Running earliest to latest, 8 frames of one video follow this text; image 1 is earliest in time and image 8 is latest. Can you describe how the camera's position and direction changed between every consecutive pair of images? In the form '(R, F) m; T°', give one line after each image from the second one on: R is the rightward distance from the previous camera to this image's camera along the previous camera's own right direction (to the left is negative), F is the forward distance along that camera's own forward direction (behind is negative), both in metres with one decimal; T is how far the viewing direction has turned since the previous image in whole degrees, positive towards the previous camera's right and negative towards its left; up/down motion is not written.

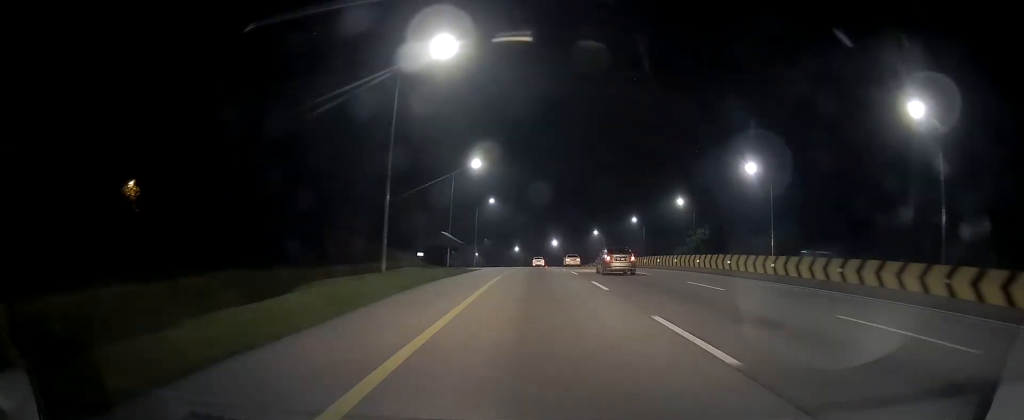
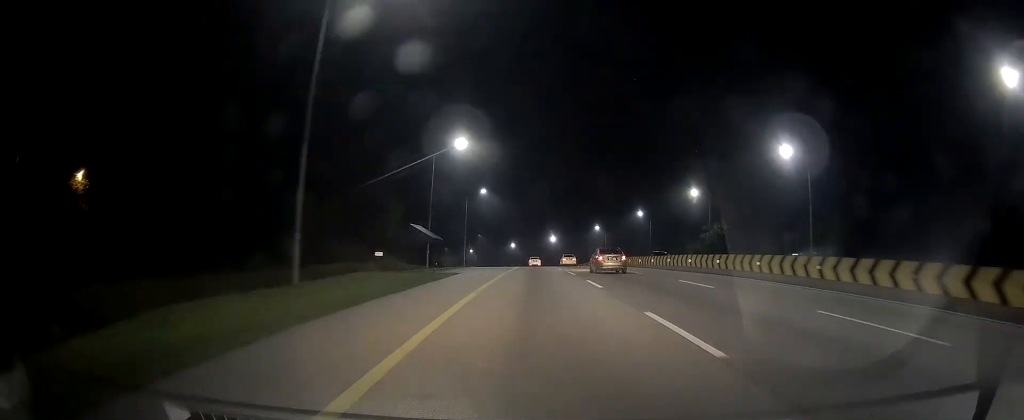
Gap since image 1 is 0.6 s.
(-0.3, +11.4) m; 0°
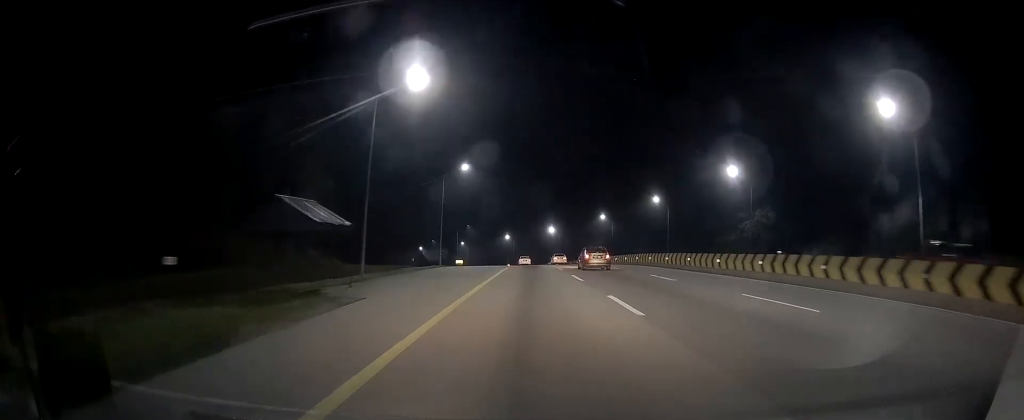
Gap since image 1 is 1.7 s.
(+0.8, +20.1) m; +2°
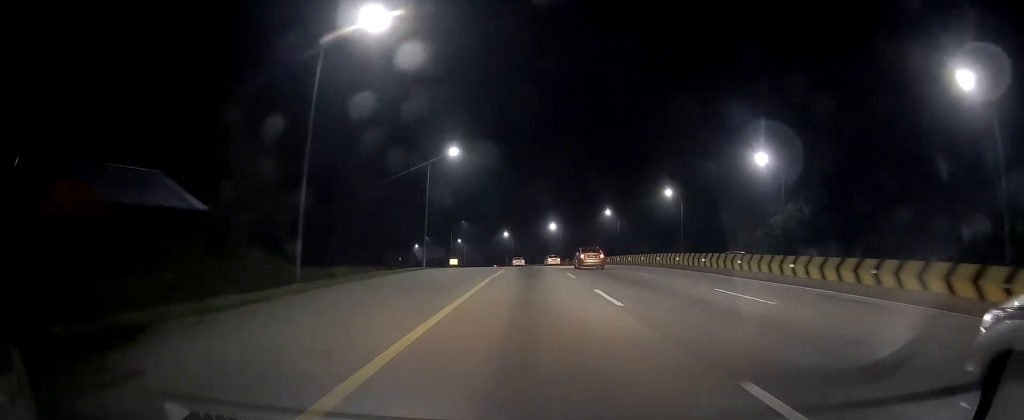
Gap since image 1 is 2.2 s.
(0.0, +10.1) m; 0°
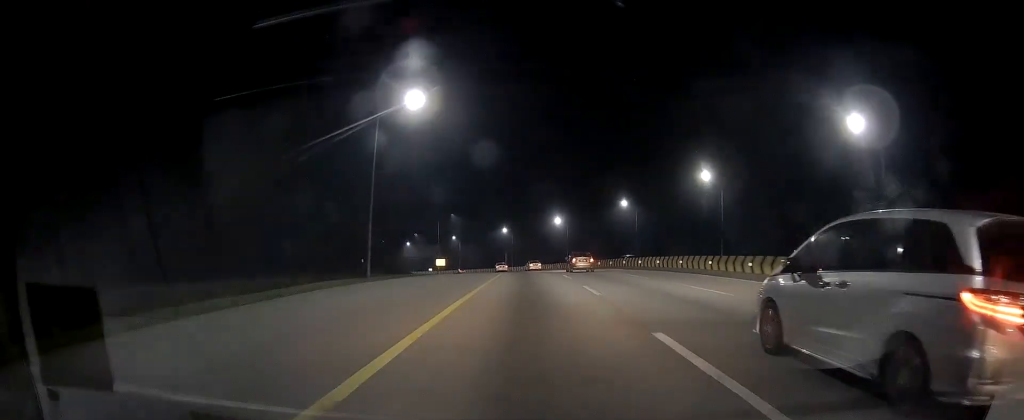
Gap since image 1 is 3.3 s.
(0.0, +20.9) m; 0°
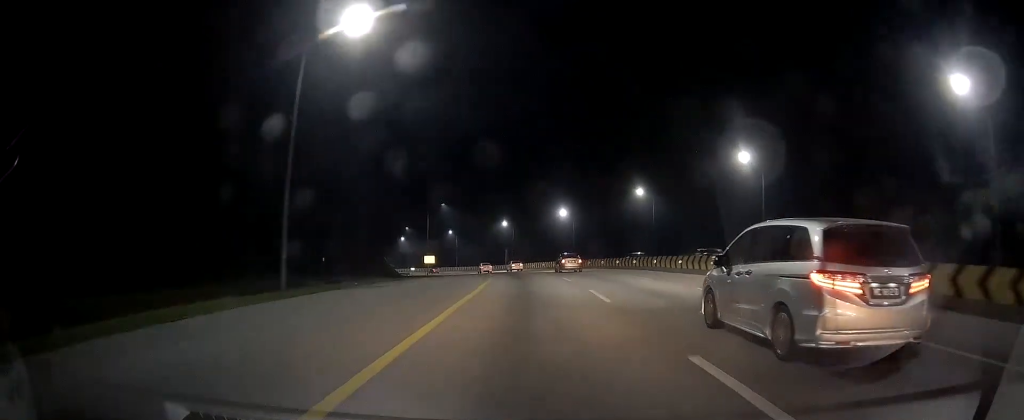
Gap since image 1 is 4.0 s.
(0.0, +14.0) m; 0°
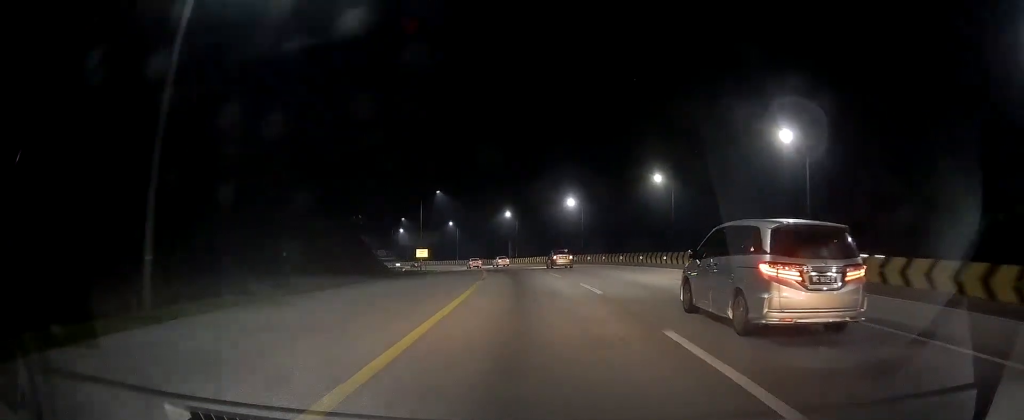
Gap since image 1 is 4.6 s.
(0.0, +10.2) m; 0°
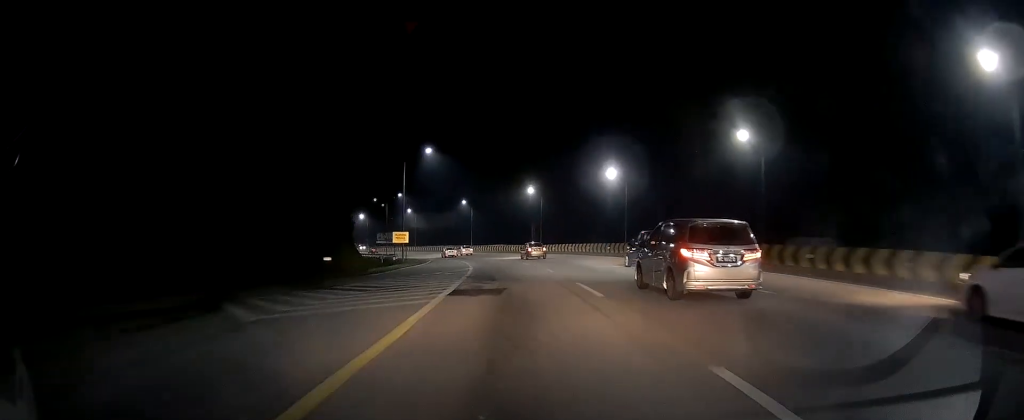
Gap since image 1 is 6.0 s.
(-0.8, +27.1) m; -4°
